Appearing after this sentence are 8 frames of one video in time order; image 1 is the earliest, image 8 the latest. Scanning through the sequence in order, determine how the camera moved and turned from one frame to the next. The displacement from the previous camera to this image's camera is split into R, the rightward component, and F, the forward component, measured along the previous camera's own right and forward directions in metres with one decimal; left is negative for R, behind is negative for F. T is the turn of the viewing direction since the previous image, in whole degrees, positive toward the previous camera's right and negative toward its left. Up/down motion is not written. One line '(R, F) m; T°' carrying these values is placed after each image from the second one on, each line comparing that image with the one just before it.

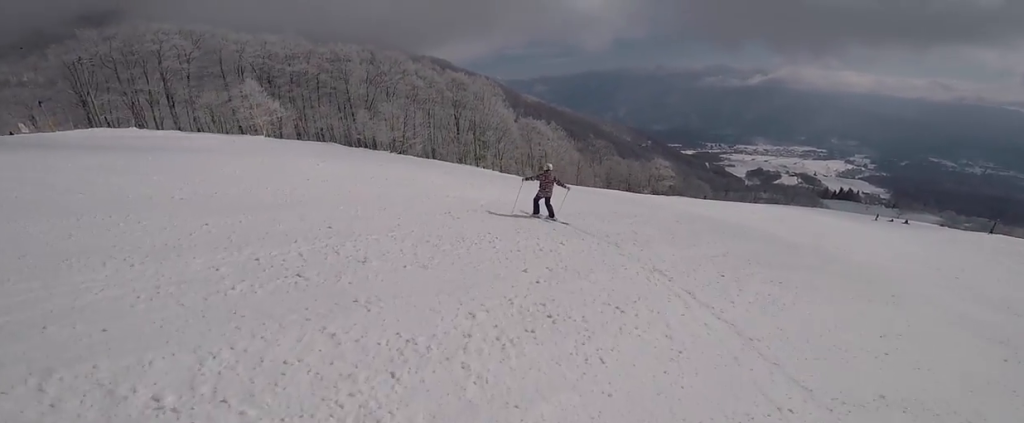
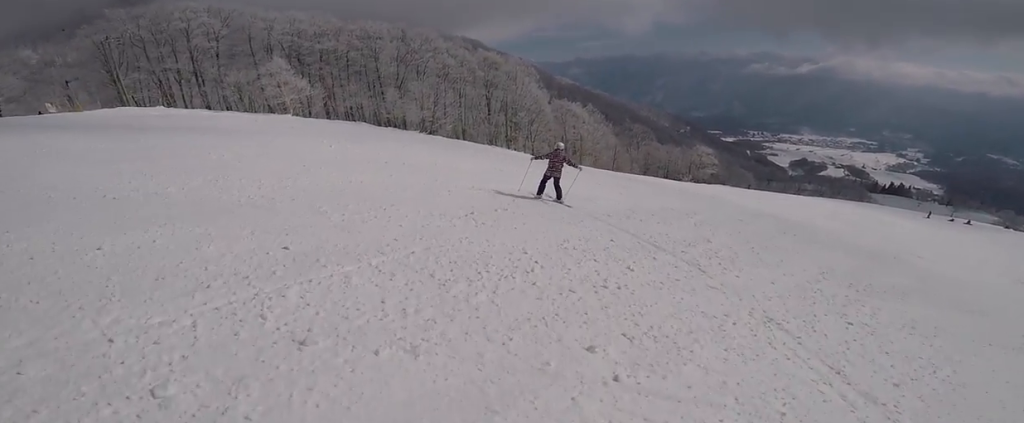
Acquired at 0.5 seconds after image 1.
(0.0, +2.2) m; +1°
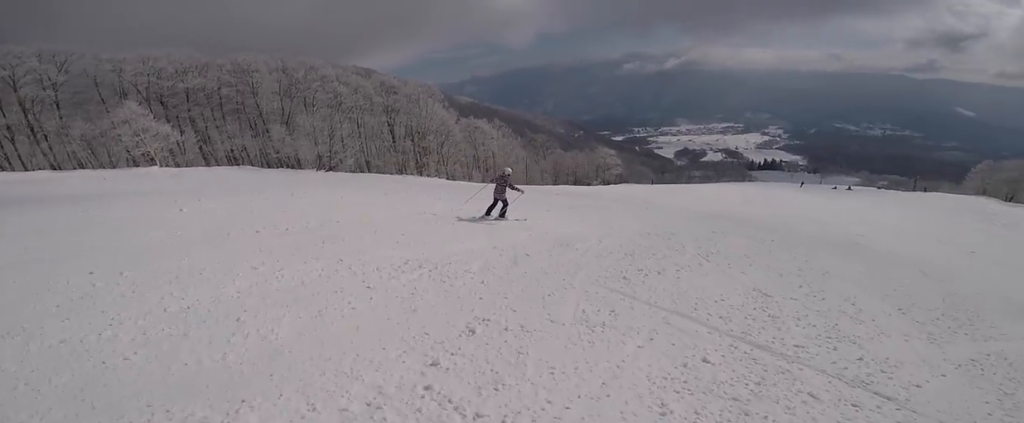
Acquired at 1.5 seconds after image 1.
(+0.1, +4.5) m; +12°
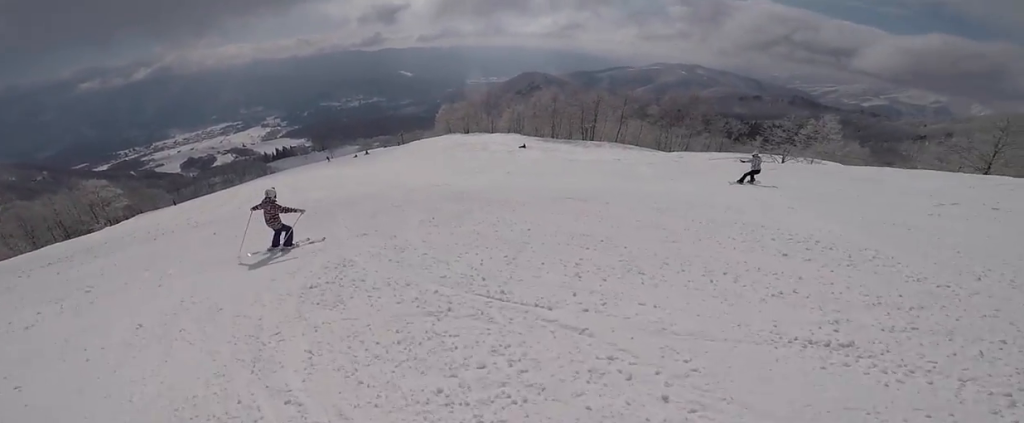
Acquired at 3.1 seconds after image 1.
(+3.3, +5.8) m; +43°
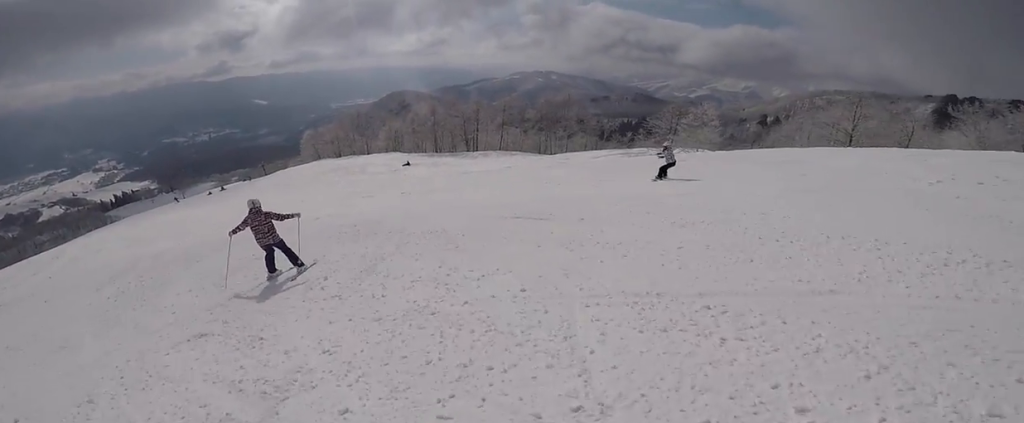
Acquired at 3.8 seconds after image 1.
(+0.3, +4.0) m; +1°
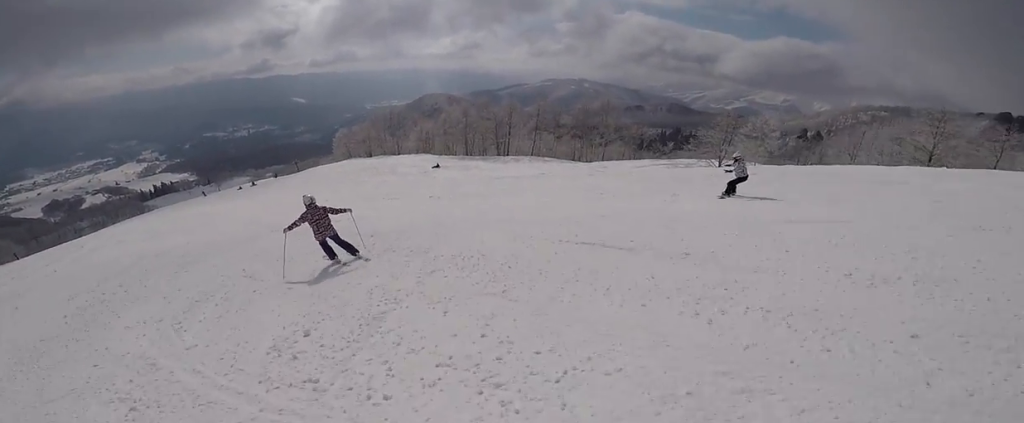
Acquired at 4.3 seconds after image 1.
(-0.2, +2.4) m; -3°
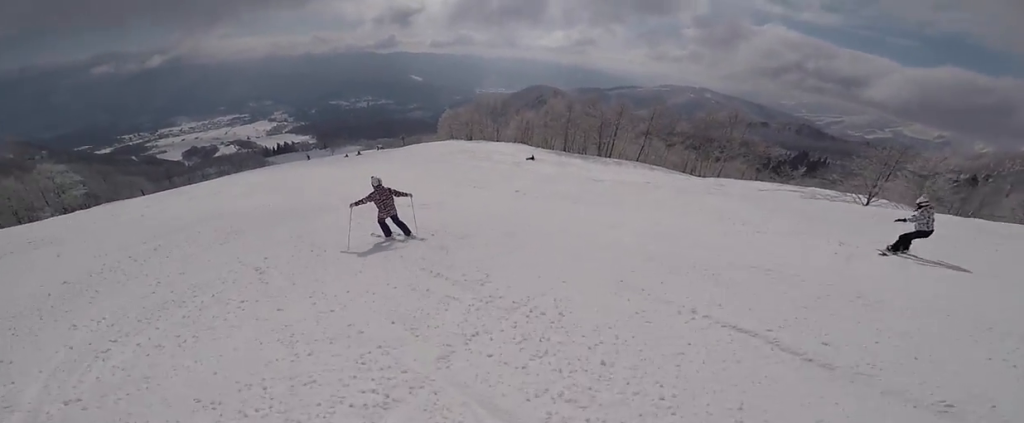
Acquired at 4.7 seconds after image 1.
(-0.1, +2.5) m; -8°
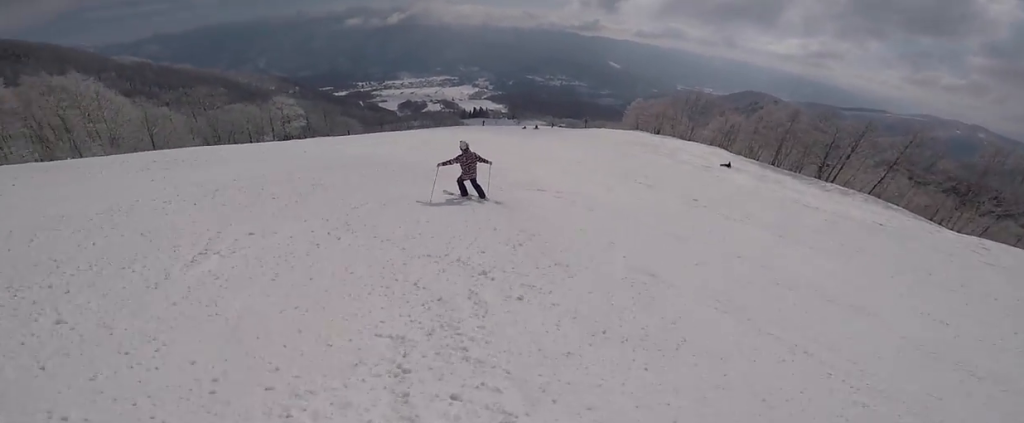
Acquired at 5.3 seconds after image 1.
(+0.4, +3.5) m; -15°
